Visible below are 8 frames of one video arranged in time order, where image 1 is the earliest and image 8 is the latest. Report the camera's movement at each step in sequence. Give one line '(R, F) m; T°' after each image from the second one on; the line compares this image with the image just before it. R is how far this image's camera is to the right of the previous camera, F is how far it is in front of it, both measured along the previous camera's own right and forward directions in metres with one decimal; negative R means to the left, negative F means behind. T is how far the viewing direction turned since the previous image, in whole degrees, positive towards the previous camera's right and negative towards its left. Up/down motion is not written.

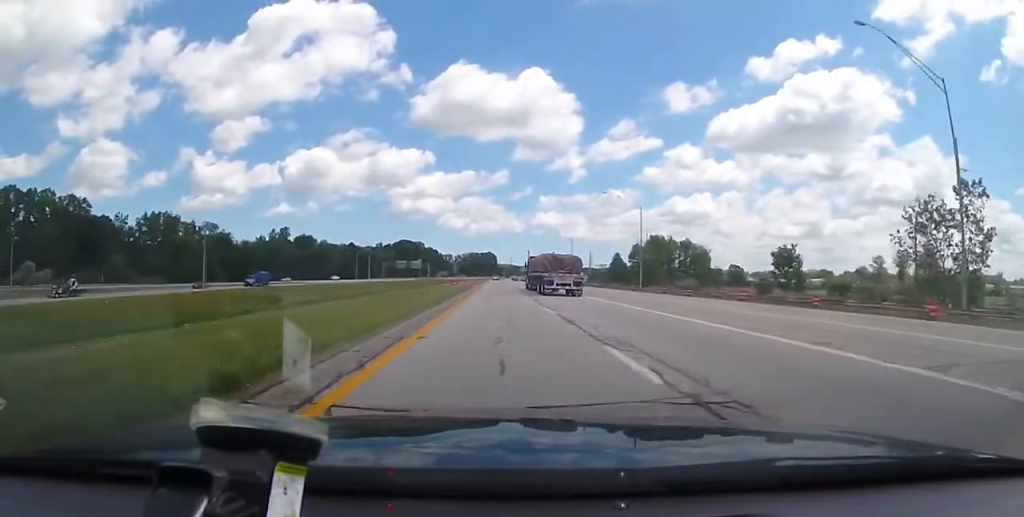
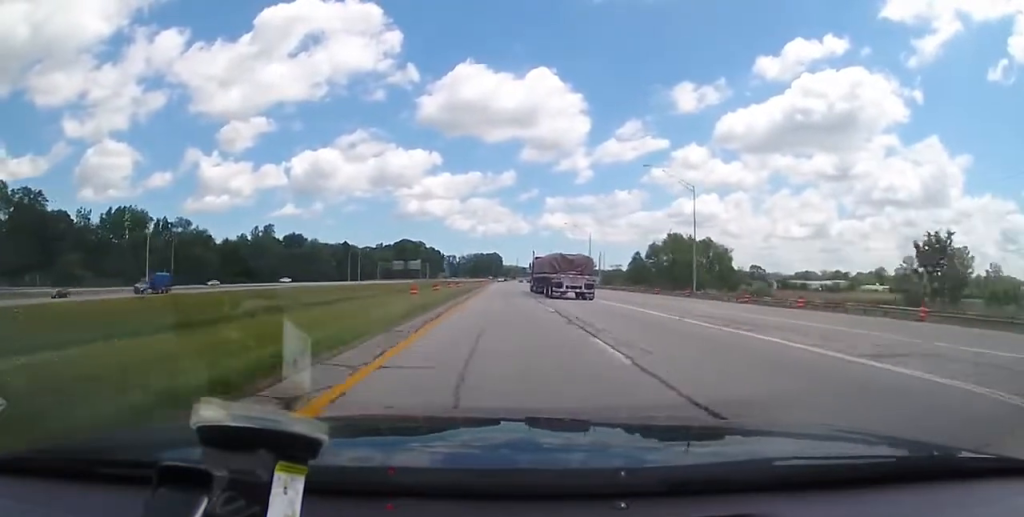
(-0.1, +22.9) m; -1°
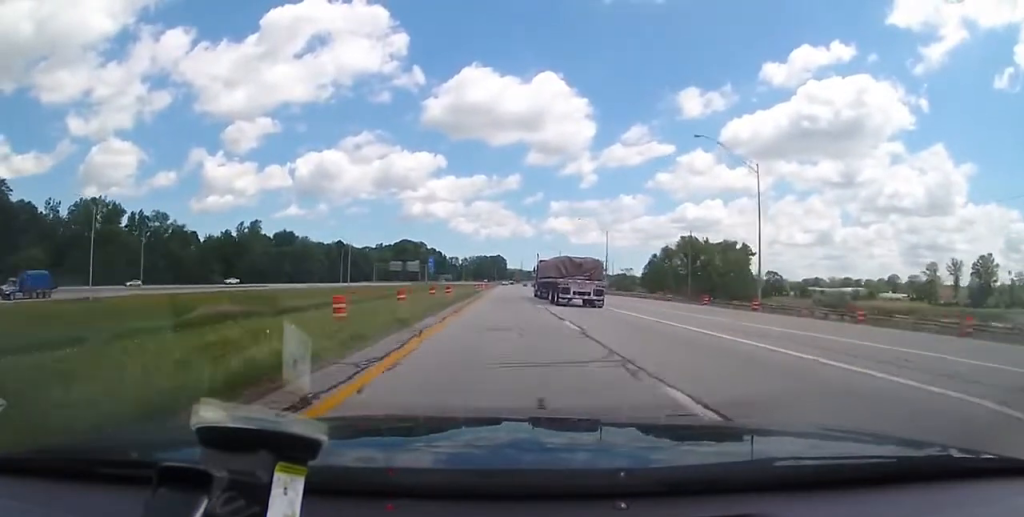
(-0.2, +16.7) m; 0°
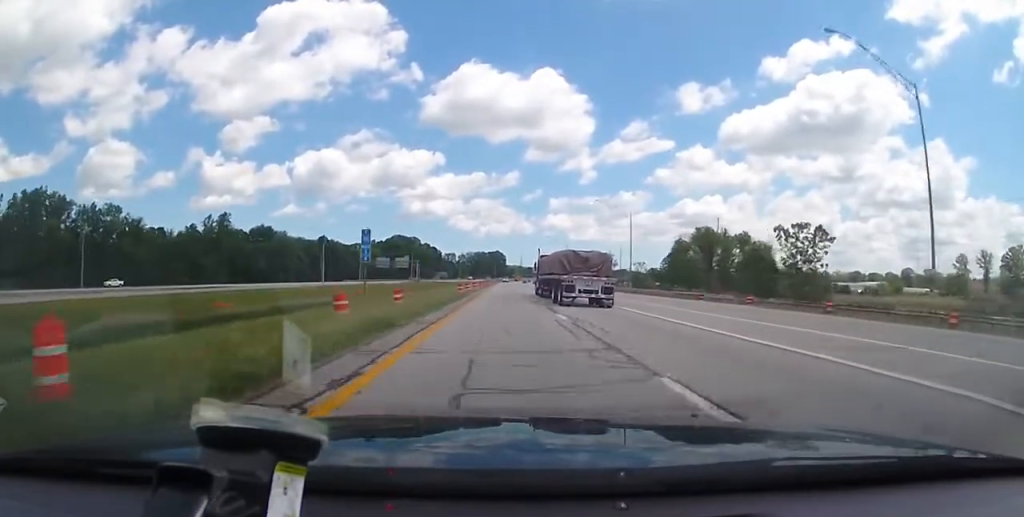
(0.0, +23.5) m; 0°
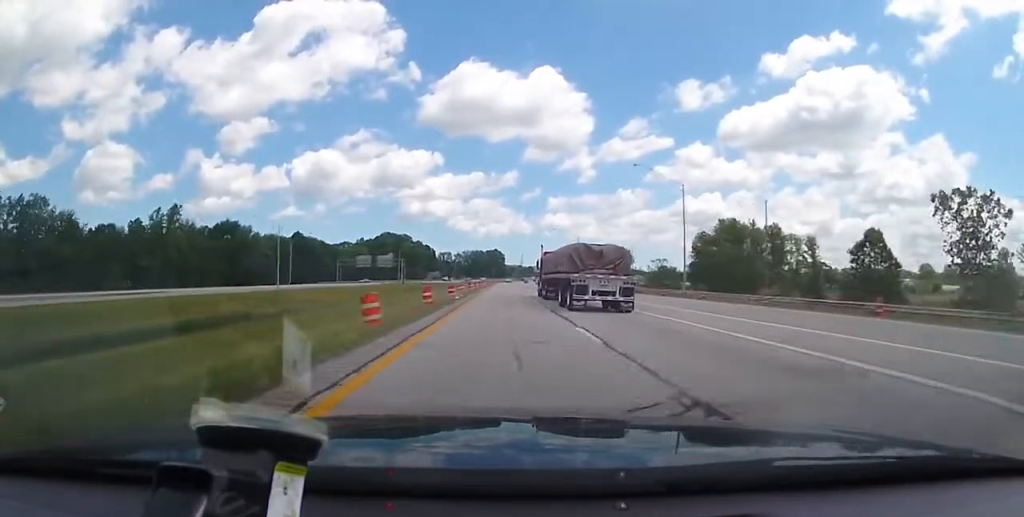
(-0.1, +29.5) m; 0°
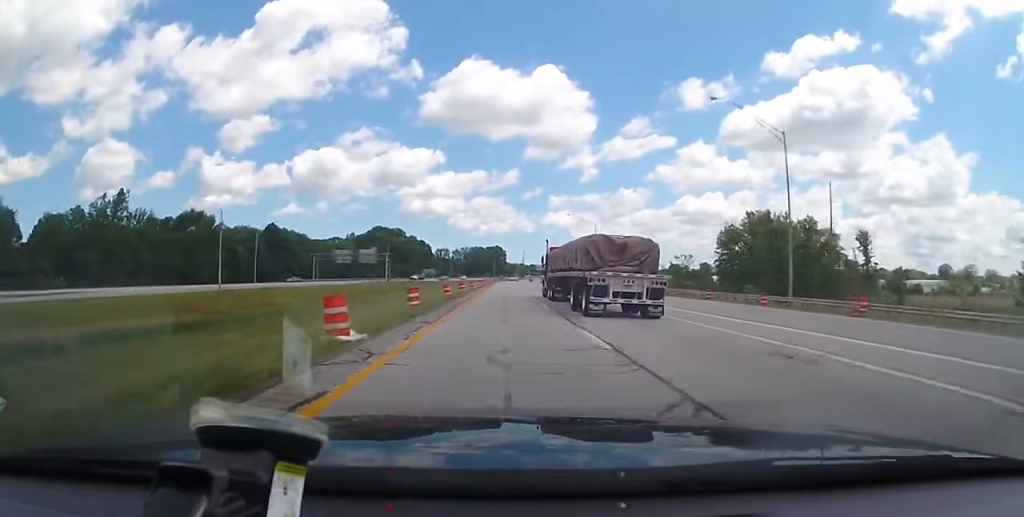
(0.0, +26.0) m; 0°
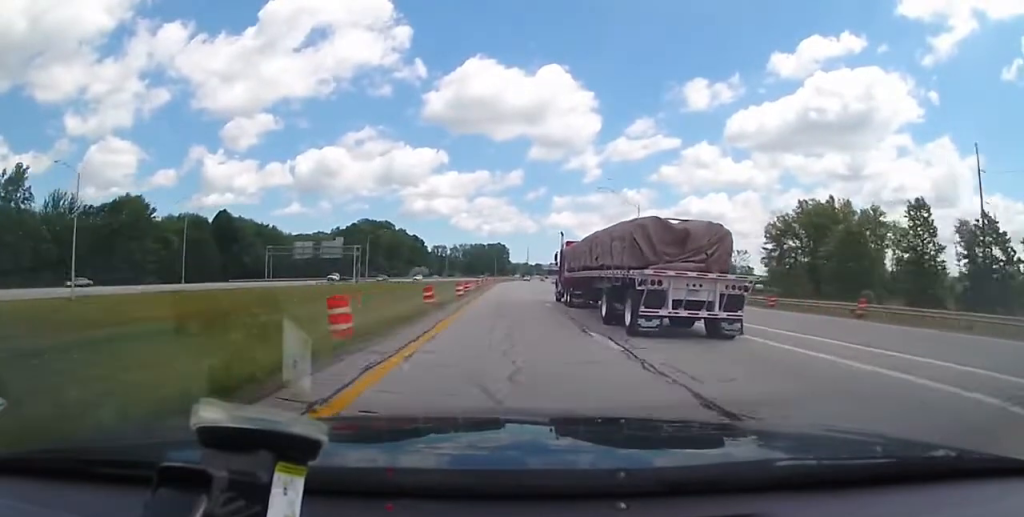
(0.0, +36.7) m; 0°
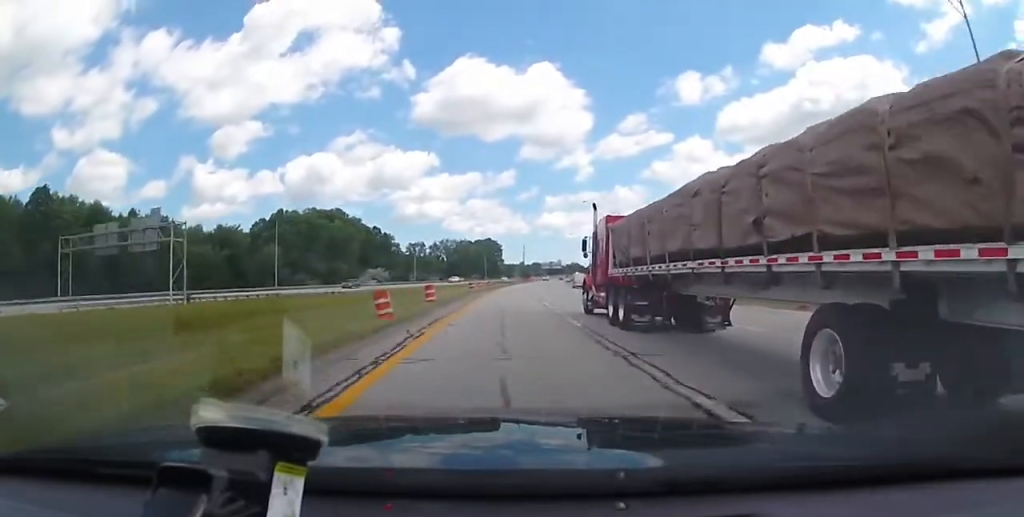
(-0.2, +67.7) m; +1°
